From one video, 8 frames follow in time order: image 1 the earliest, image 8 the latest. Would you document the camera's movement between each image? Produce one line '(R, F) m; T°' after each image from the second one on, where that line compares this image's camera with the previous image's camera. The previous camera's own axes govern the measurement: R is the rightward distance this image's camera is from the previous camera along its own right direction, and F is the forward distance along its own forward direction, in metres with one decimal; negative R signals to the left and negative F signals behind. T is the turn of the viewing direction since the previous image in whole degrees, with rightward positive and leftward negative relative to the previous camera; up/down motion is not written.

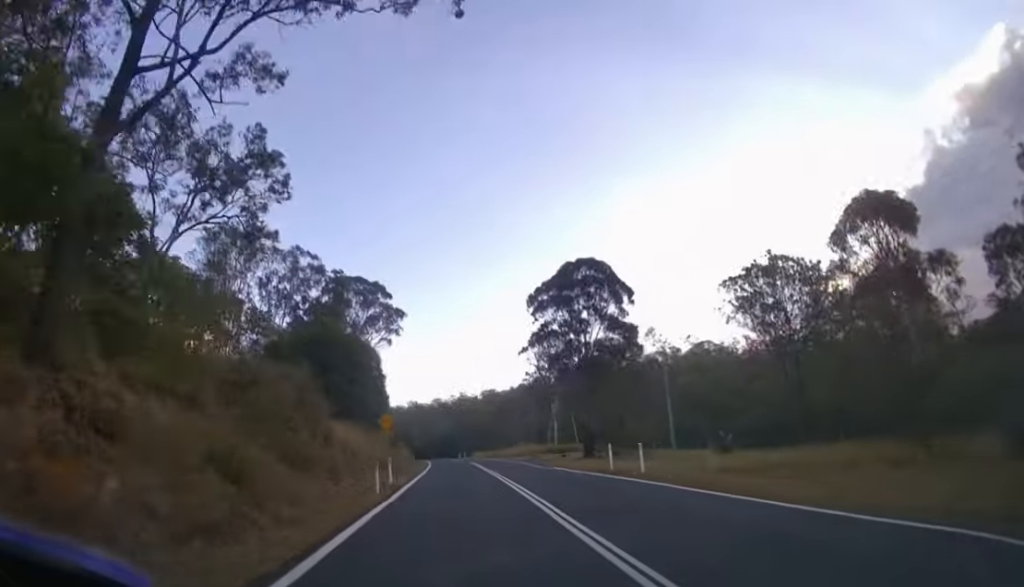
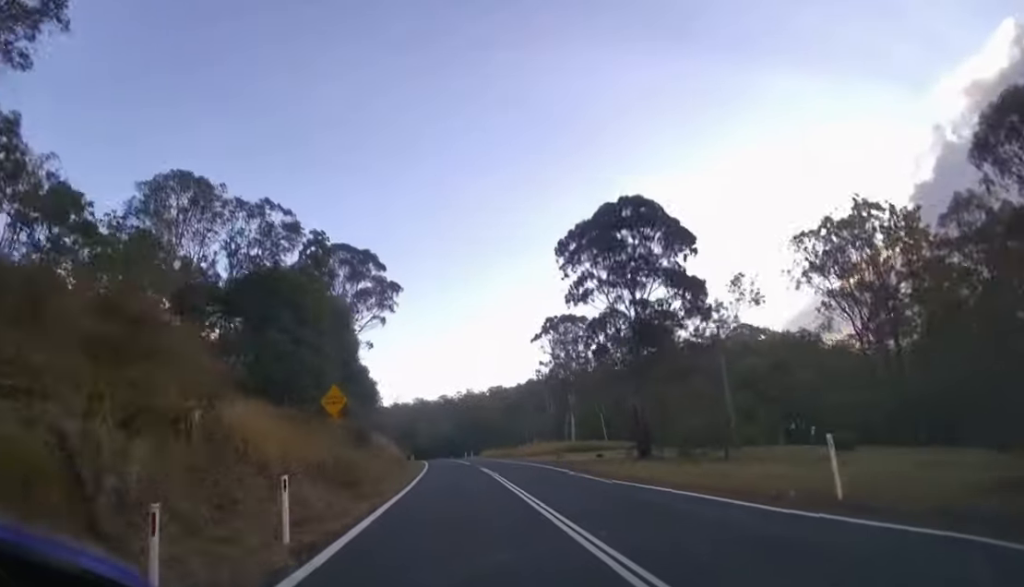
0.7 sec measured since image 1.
(0.0, +12.0) m; -1°
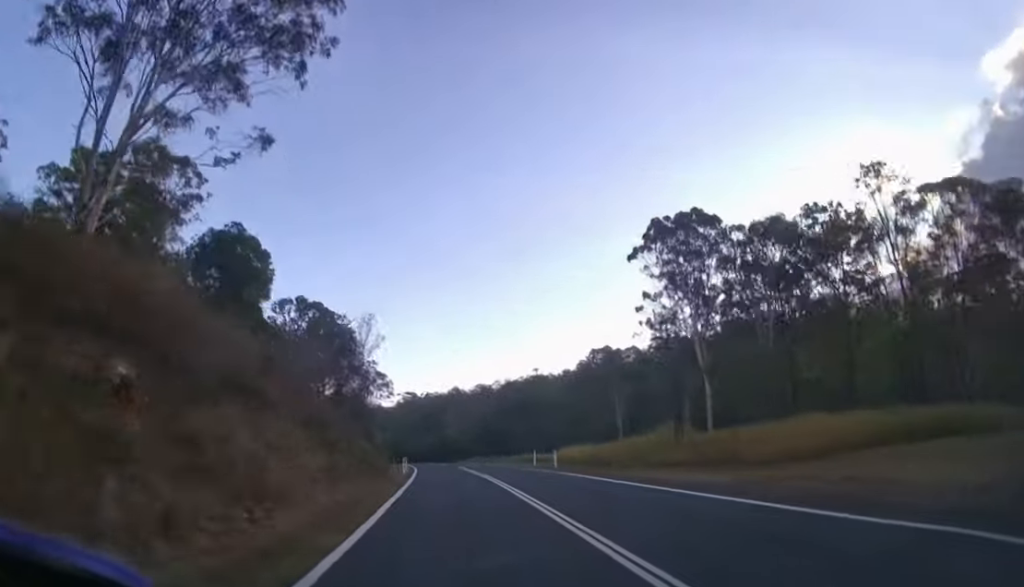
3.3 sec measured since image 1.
(-1.6, +41.2) m; -4°
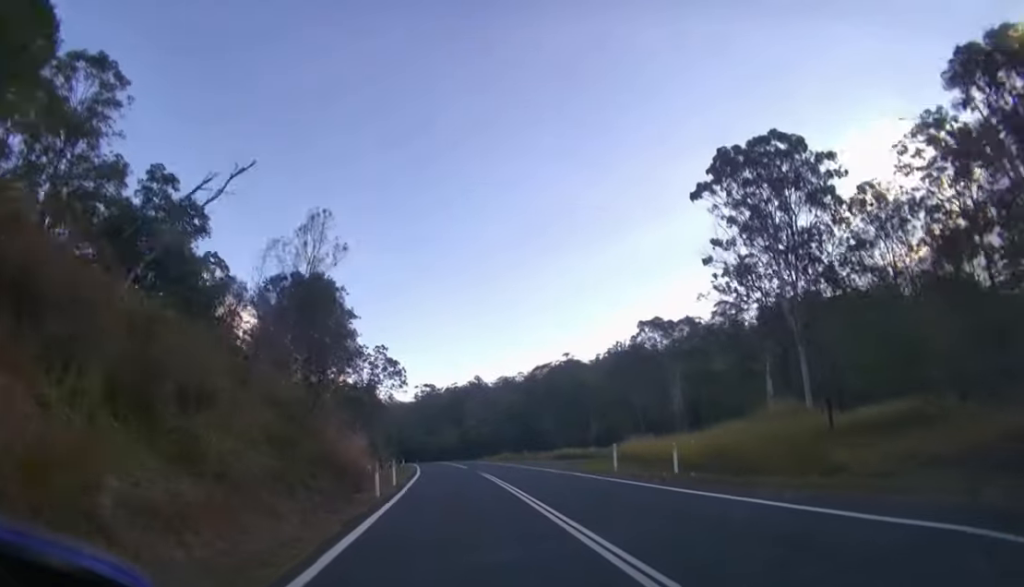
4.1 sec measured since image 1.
(-0.1, +13.7) m; -2°
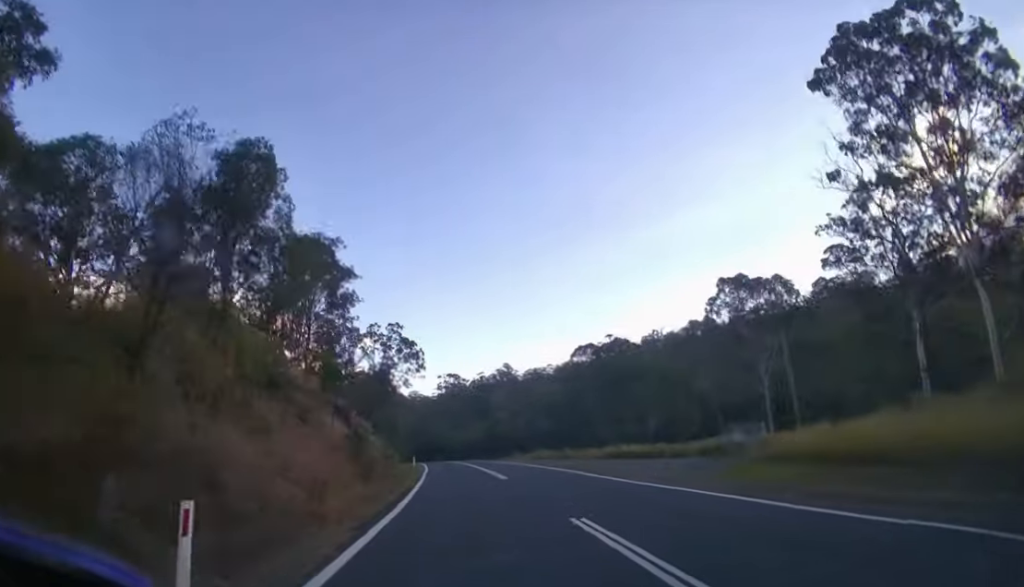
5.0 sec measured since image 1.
(-0.3, +15.6) m; -2°
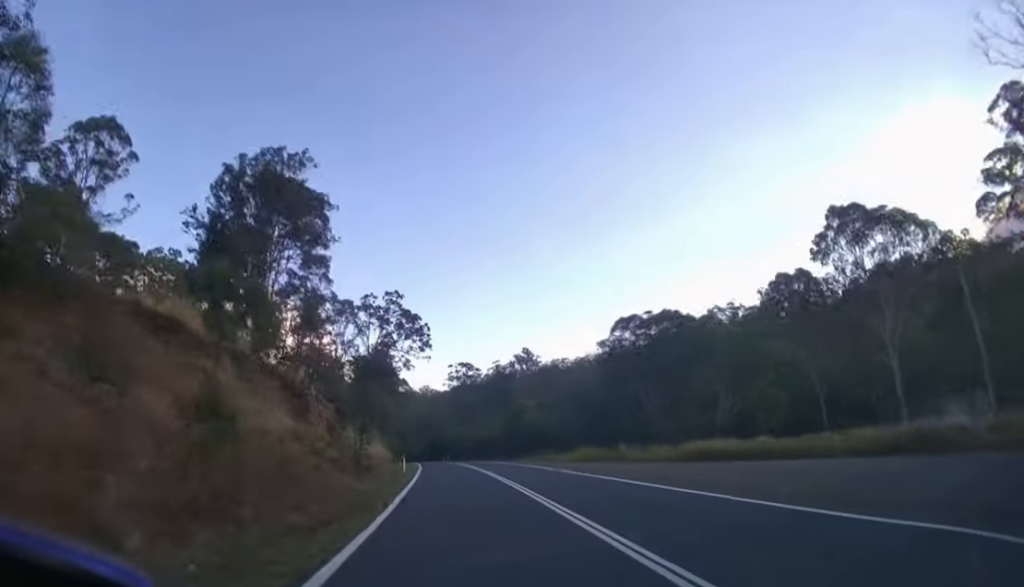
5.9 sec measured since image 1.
(-0.4, +17.1) m; -2°
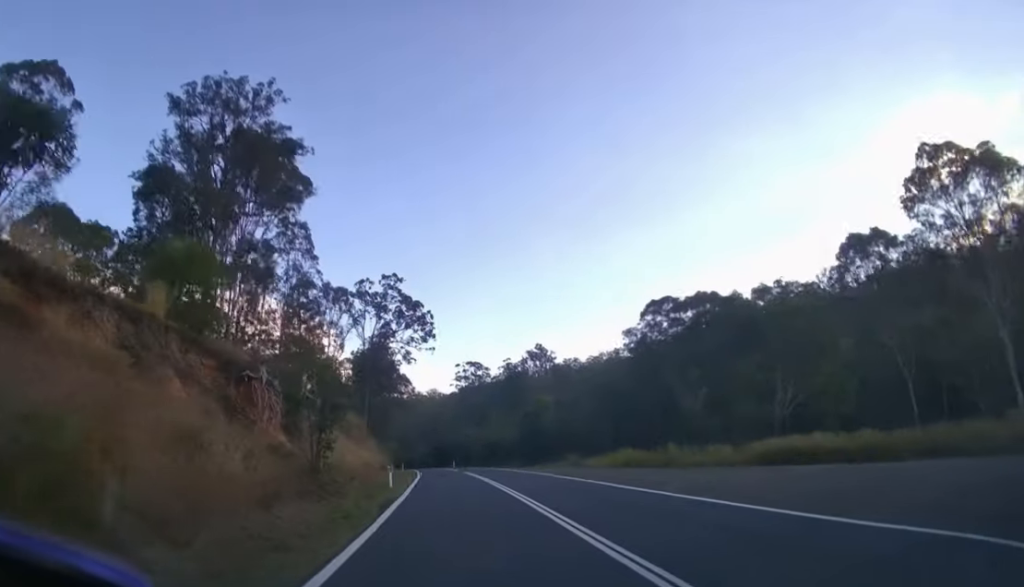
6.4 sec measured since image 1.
(0.0, +9.2) m; -1°
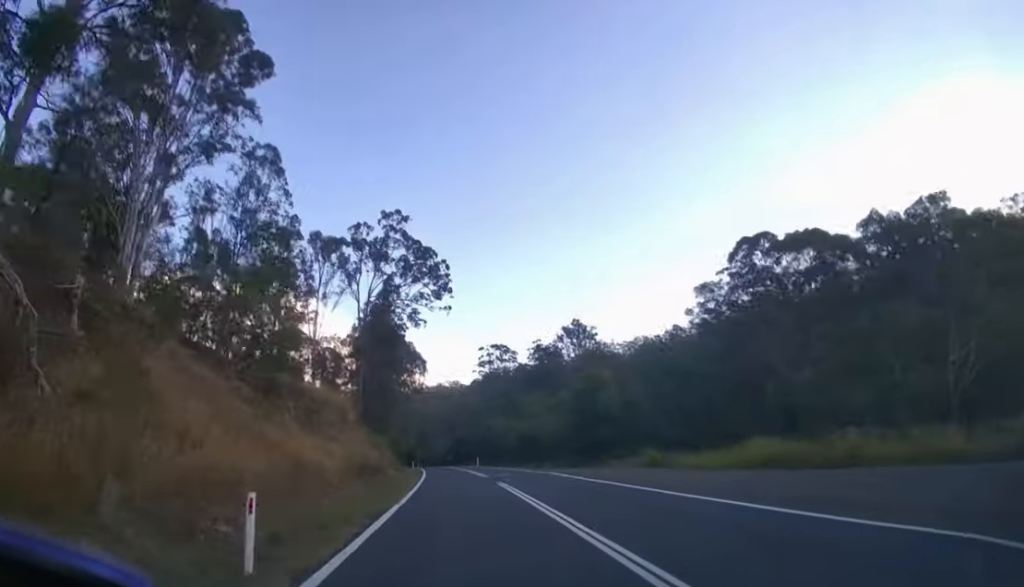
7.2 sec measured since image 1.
(-0.4, +17.9) m; -2°
